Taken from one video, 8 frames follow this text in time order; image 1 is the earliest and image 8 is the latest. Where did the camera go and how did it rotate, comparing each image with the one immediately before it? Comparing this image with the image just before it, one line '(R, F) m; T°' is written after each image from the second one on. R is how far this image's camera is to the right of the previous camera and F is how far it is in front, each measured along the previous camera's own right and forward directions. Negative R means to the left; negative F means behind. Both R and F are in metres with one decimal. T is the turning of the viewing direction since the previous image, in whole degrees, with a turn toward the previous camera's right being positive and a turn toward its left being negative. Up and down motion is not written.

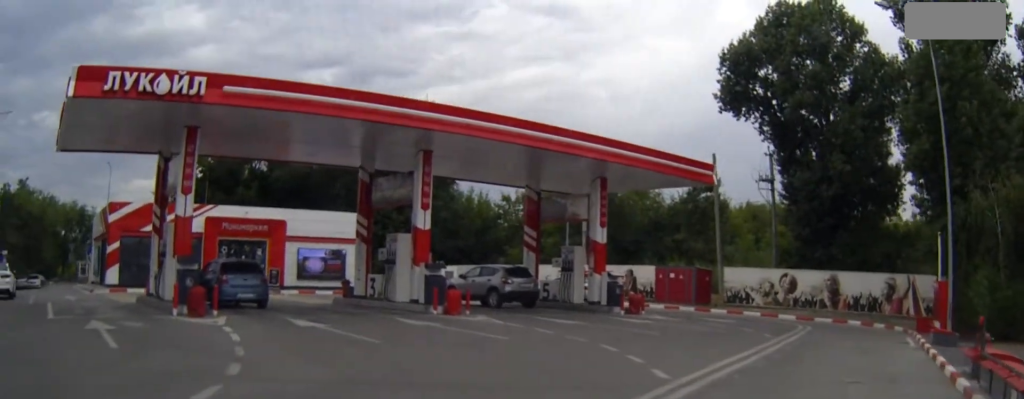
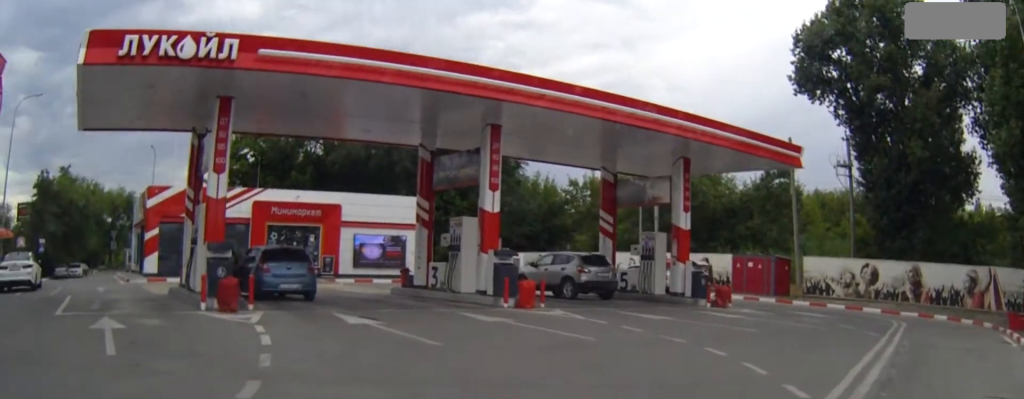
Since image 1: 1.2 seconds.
(-0.2, +2.6) m; -8°
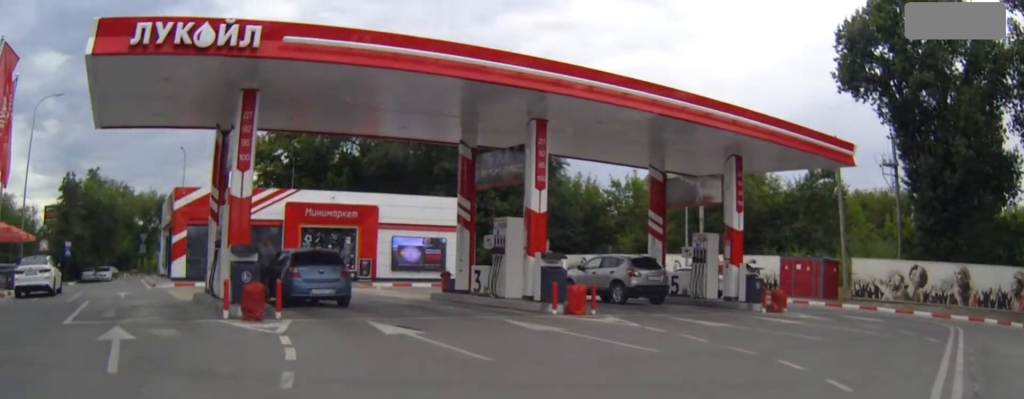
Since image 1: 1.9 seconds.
(0.0, +1.2) m; -3°
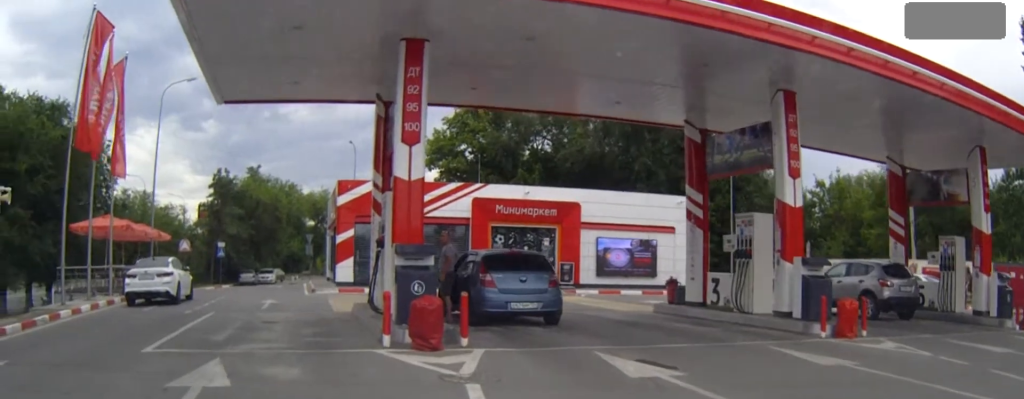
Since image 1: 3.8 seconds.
(-0.3, +3.2) m; -14°
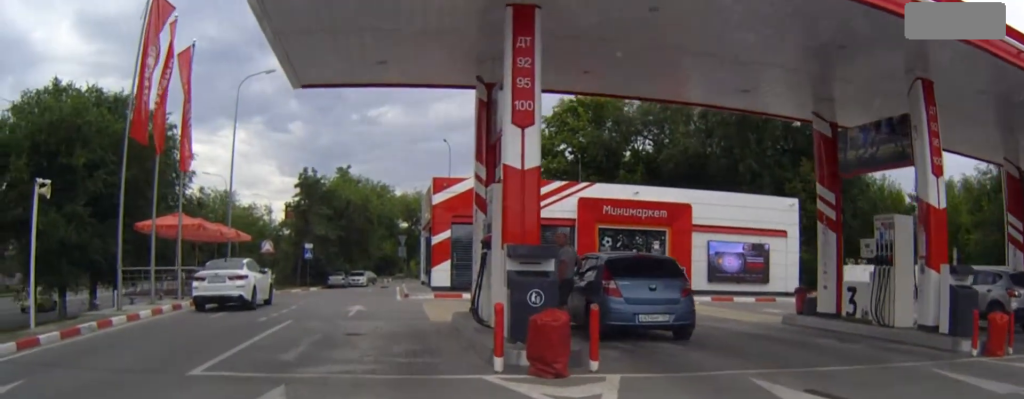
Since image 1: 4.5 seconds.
(-0.1, +1.5) m; -7°
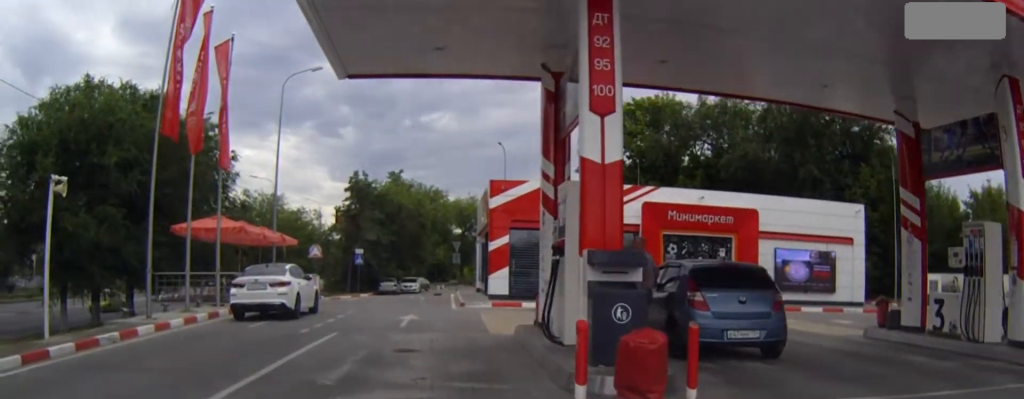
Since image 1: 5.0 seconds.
(-0.1, +1.2) m; -2°
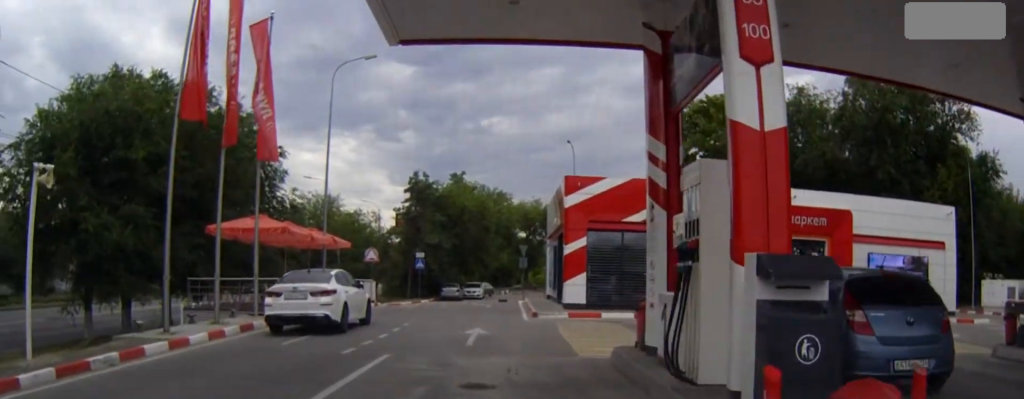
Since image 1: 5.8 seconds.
(-0.1, +2.4) m; -2°
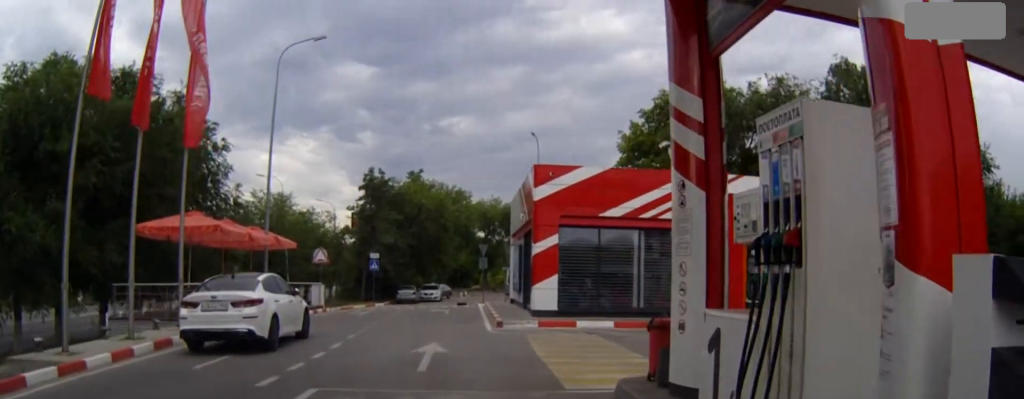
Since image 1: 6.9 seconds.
(0.0, +3.2) m; +1°
